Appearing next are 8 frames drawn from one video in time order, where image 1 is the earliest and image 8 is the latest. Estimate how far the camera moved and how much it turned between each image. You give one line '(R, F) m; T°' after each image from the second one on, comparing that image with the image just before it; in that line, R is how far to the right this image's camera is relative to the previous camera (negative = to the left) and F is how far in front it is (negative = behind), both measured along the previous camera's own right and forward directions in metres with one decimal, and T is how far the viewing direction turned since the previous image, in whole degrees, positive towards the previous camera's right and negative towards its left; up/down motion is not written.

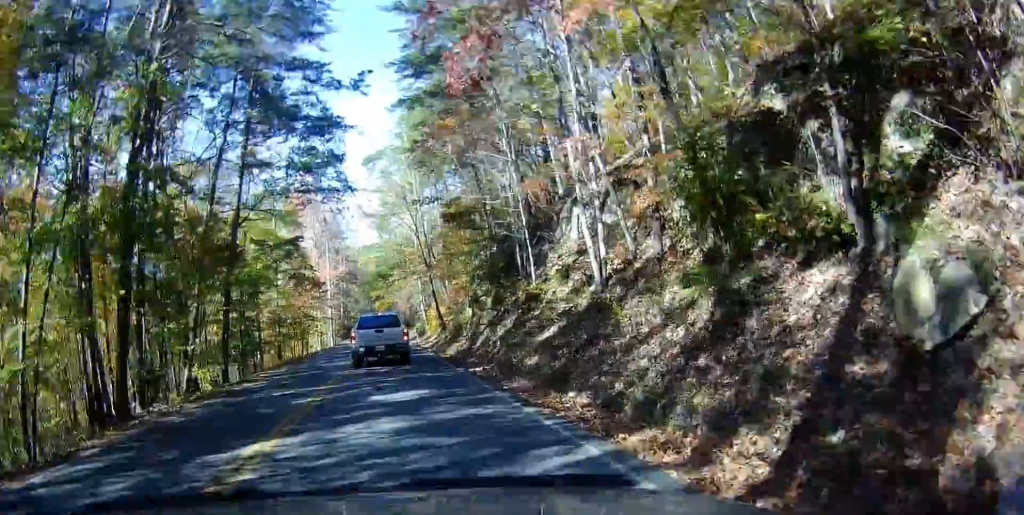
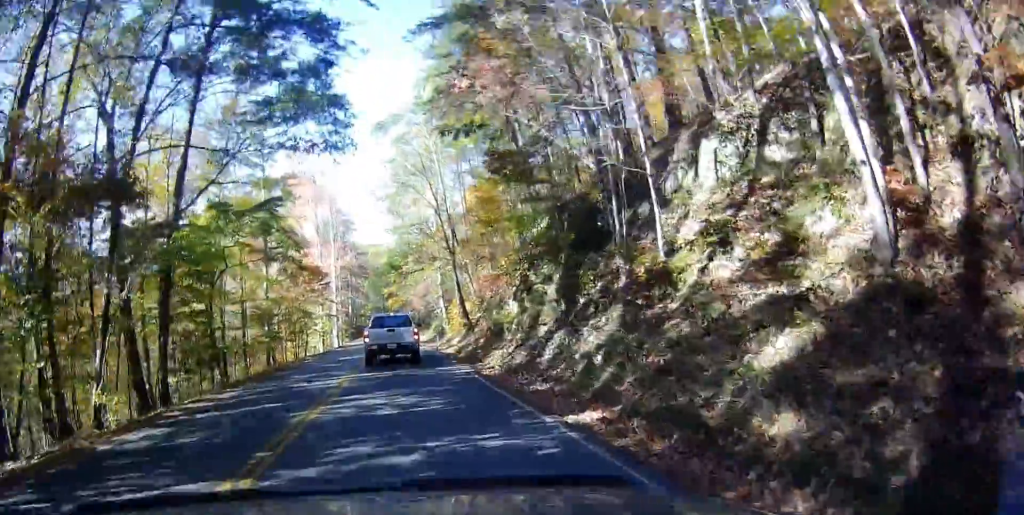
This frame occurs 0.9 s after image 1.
(-0.2, +7.8) m; -6°
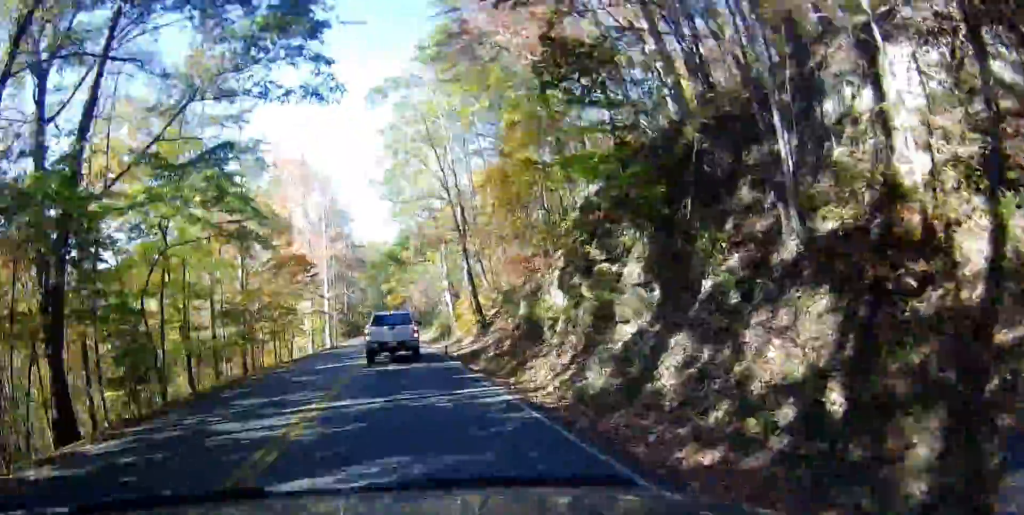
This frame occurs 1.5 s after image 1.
(-0.4, +5.4) m; 0°
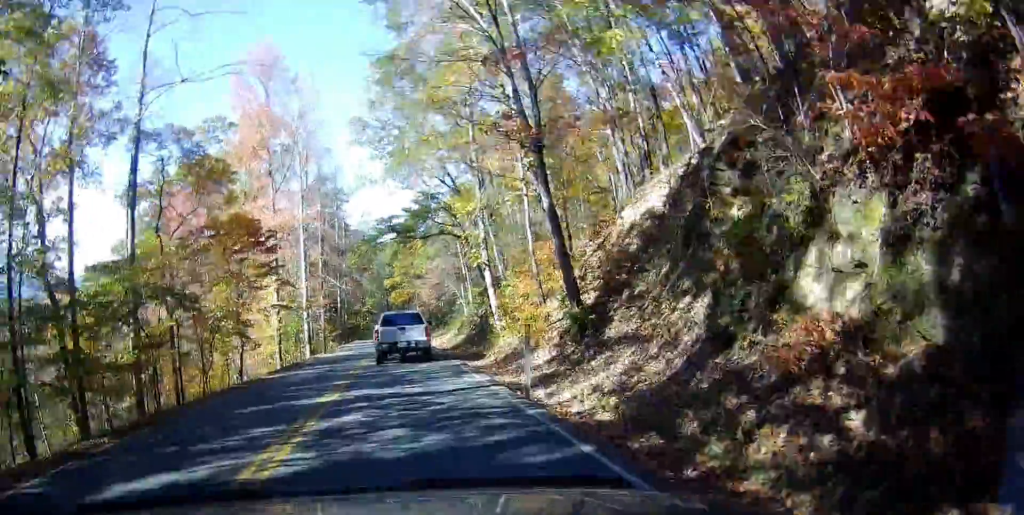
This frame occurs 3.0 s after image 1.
(+0.7, +12.8) m; +4°
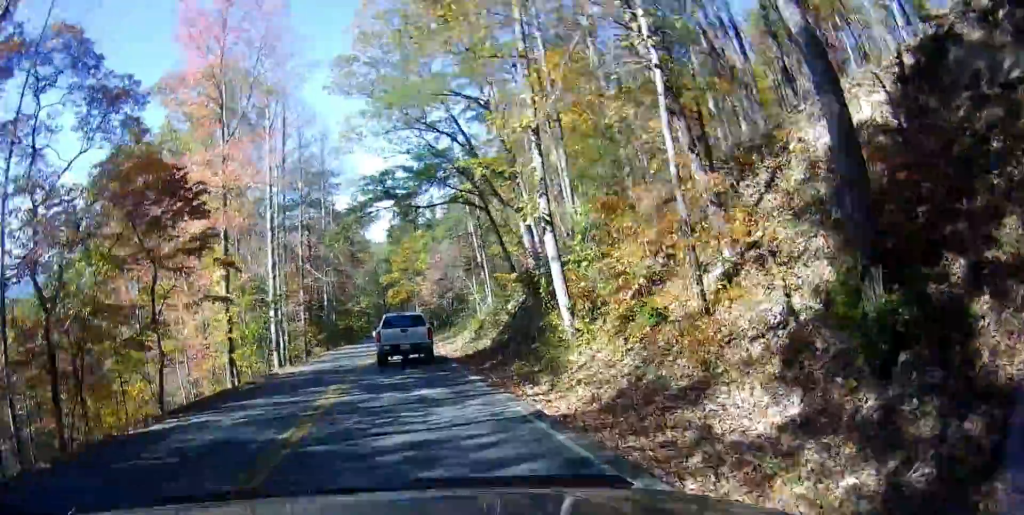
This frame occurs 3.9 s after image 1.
(-0.5, +8.8) m; 0°
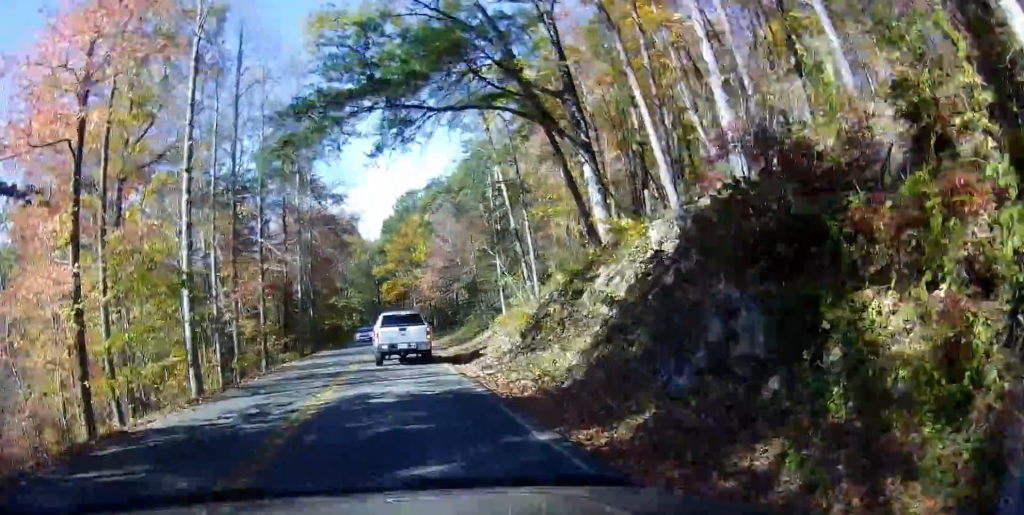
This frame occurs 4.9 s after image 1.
(+0.6, +10.5) m; -3°
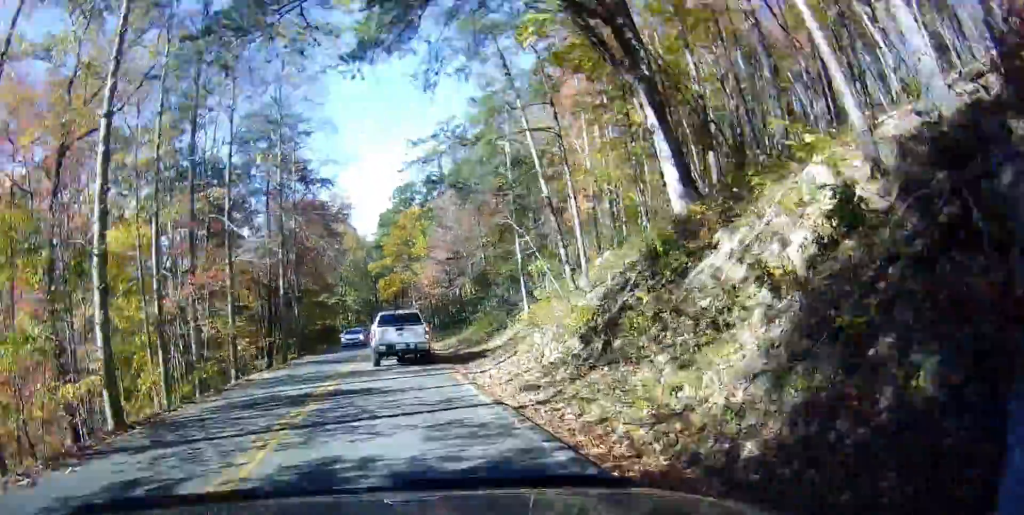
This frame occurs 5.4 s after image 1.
(-0.5, +5.1) m; -2°
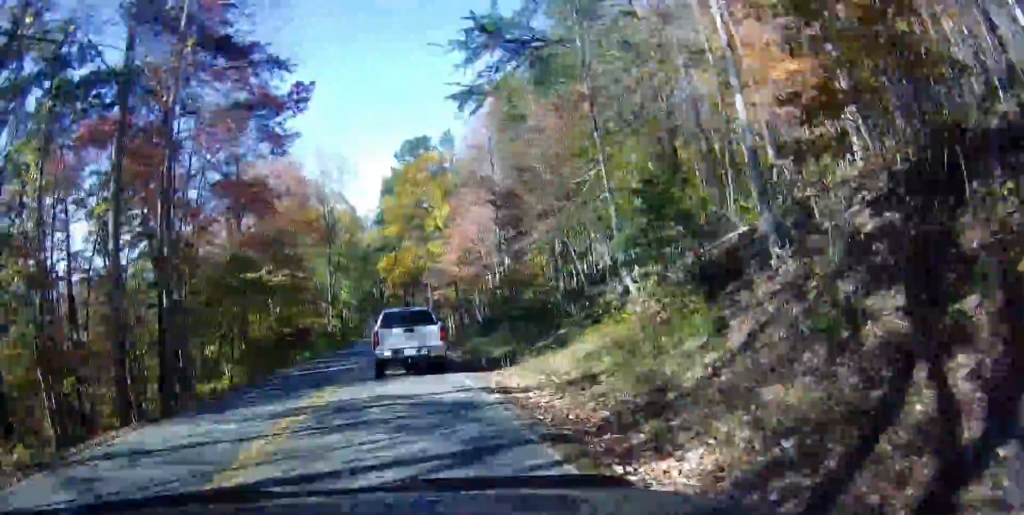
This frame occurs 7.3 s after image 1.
(-0.4, +19.7) m; 0°
